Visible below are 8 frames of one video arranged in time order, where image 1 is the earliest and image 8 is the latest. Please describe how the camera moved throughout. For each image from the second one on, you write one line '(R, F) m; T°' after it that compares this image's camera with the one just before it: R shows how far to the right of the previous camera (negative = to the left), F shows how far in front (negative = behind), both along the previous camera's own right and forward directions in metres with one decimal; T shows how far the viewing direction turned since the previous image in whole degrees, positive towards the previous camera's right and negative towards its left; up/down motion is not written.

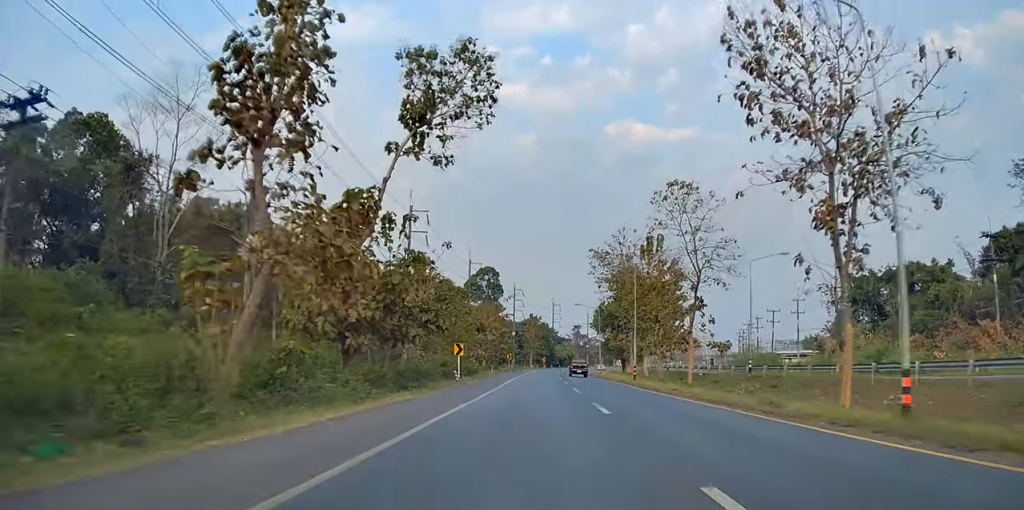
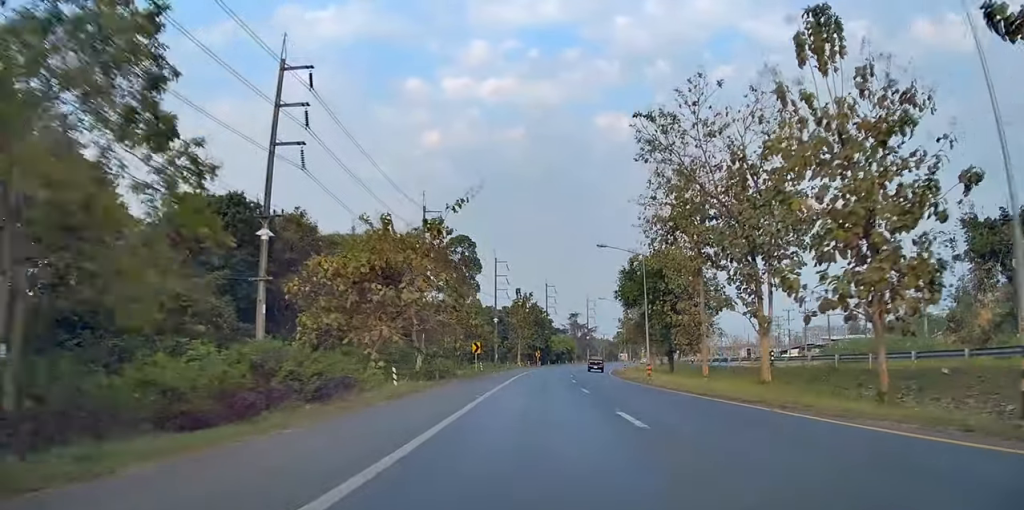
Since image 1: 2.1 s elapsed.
(+0.3, +38.7) m; +1°
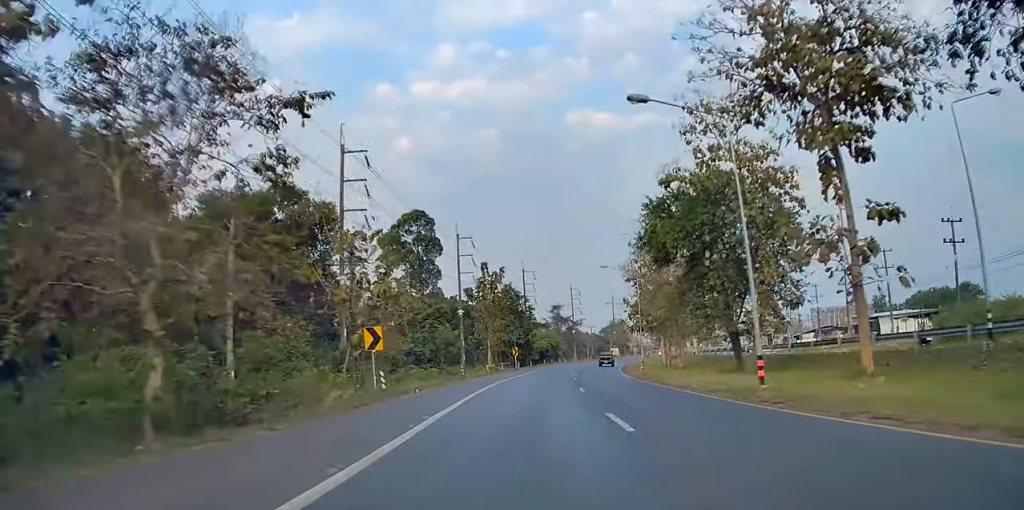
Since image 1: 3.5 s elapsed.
(+0.2, +24.9) m; +1°
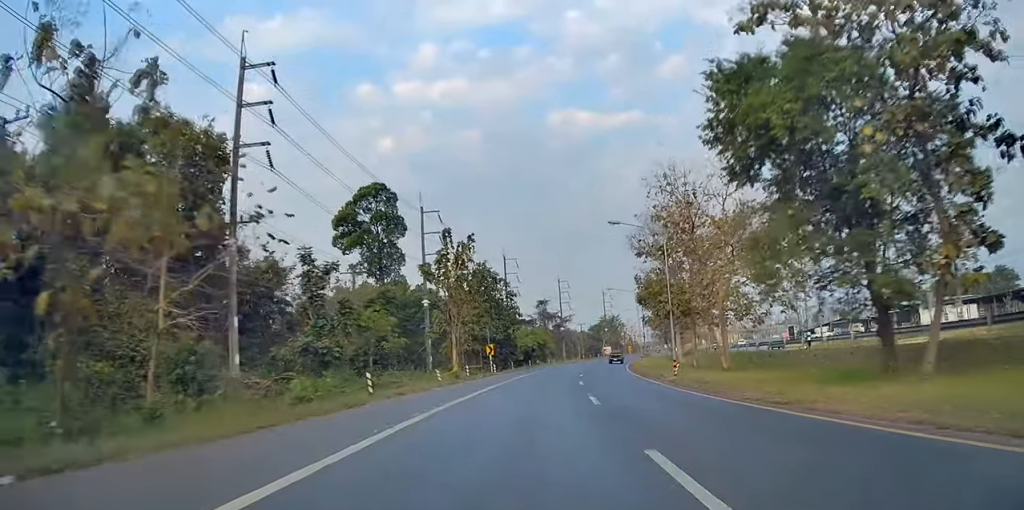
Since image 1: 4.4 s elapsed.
(0.0, +17.0) m; 0°
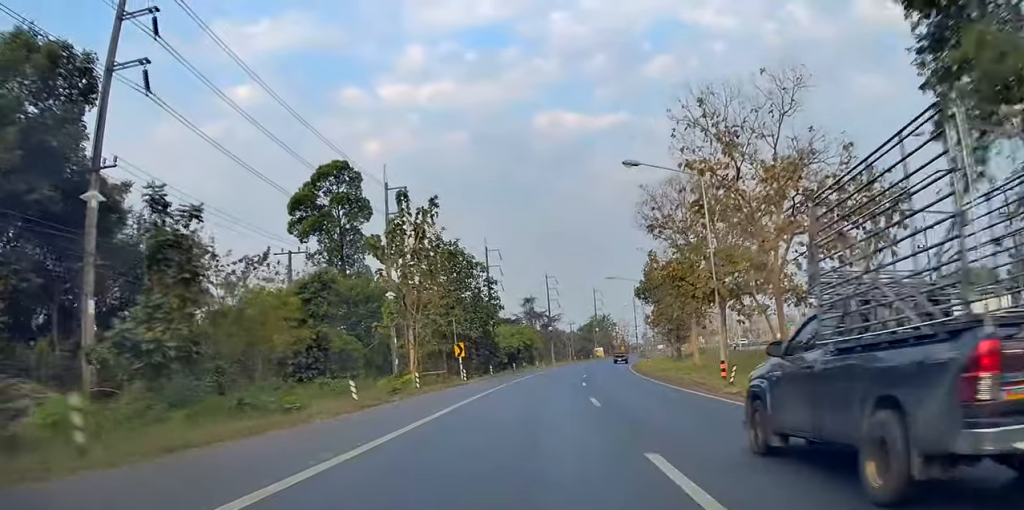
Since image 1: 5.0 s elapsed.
(0.0, +11.8) m; 0°
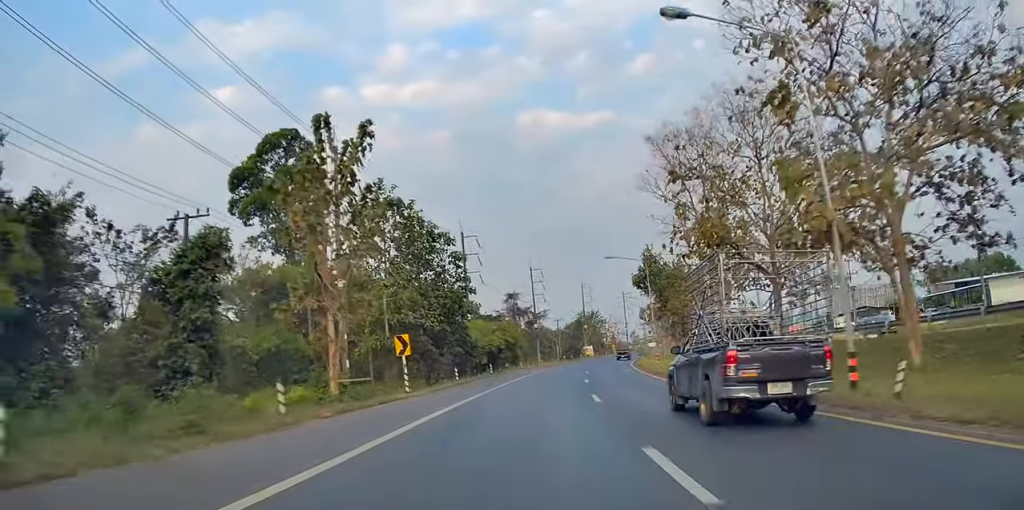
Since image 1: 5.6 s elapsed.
(-0.1, +11.7) m; 0°
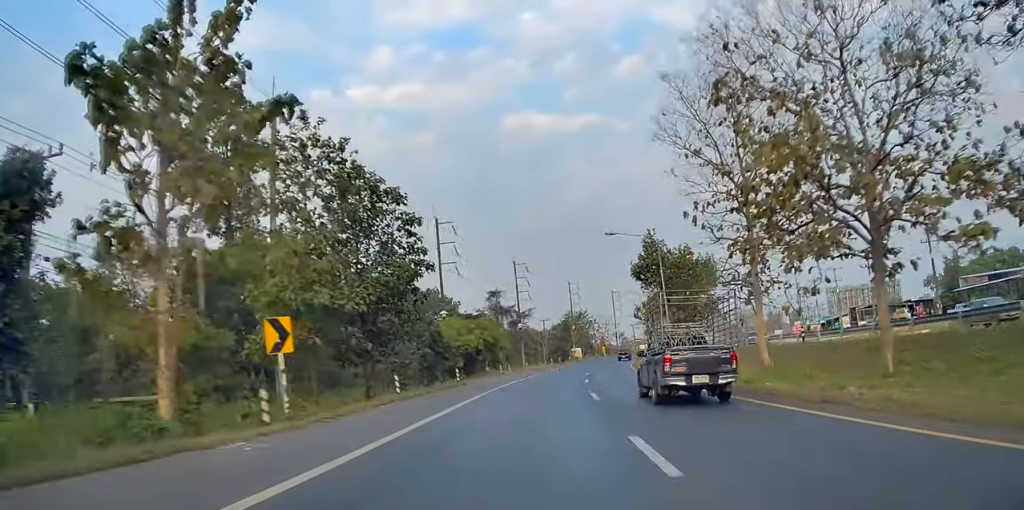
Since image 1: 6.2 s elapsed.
(+0.2, +10.9) m; 0°
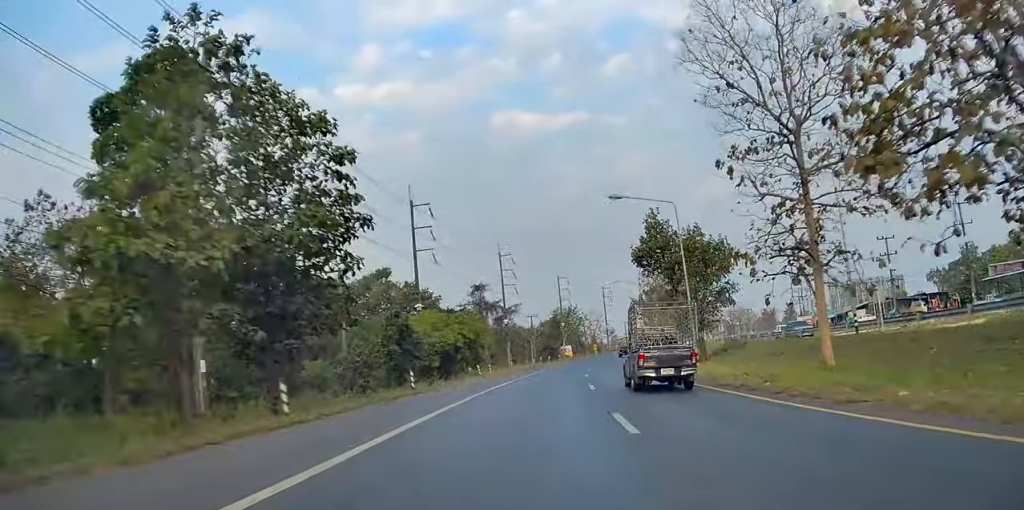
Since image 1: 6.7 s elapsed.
(+0.1, +8.7) m; 0°
